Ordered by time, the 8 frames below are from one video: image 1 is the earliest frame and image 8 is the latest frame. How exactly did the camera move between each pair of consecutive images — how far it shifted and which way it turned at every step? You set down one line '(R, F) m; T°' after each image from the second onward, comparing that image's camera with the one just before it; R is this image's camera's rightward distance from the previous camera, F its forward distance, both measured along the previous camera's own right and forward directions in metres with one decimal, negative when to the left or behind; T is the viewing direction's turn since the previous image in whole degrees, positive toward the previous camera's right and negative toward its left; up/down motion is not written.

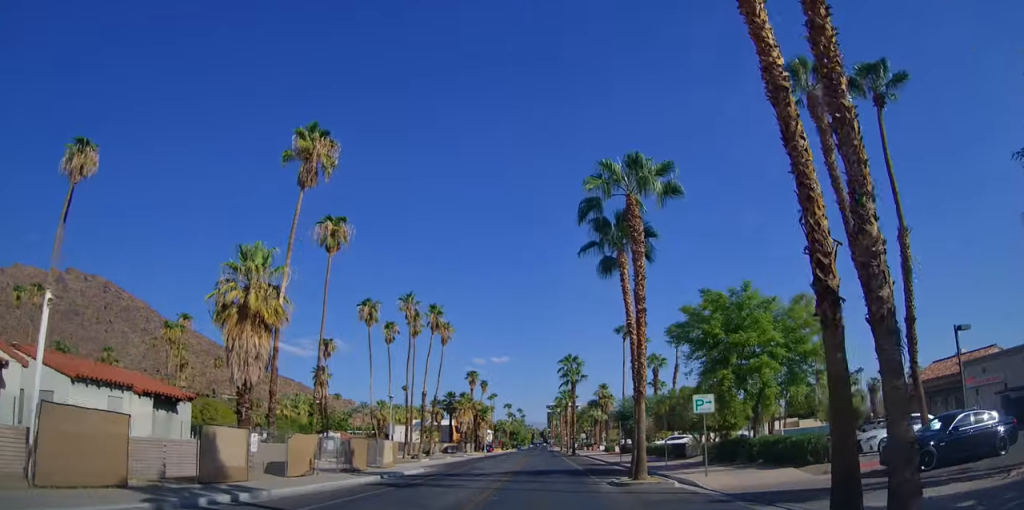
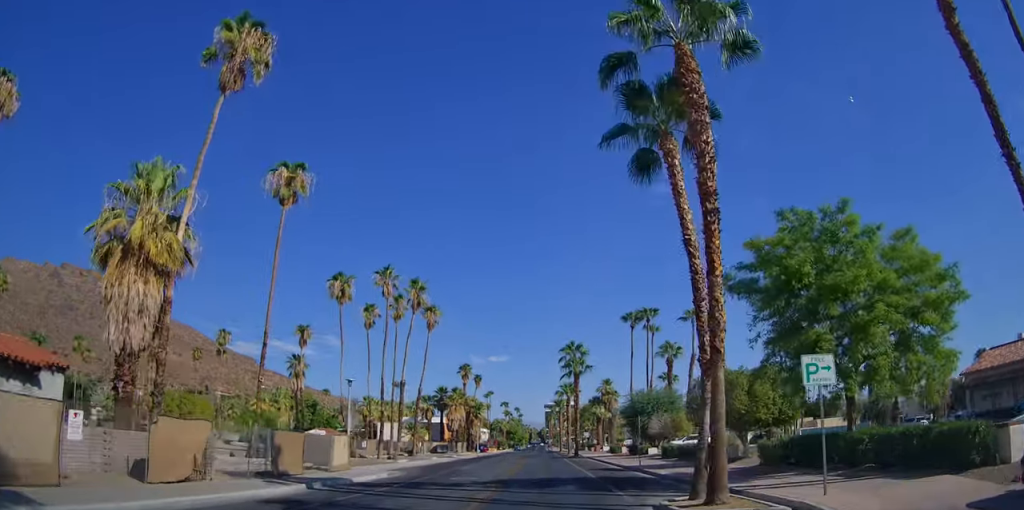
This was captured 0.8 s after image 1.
(0.0, +8.1) m; 0°
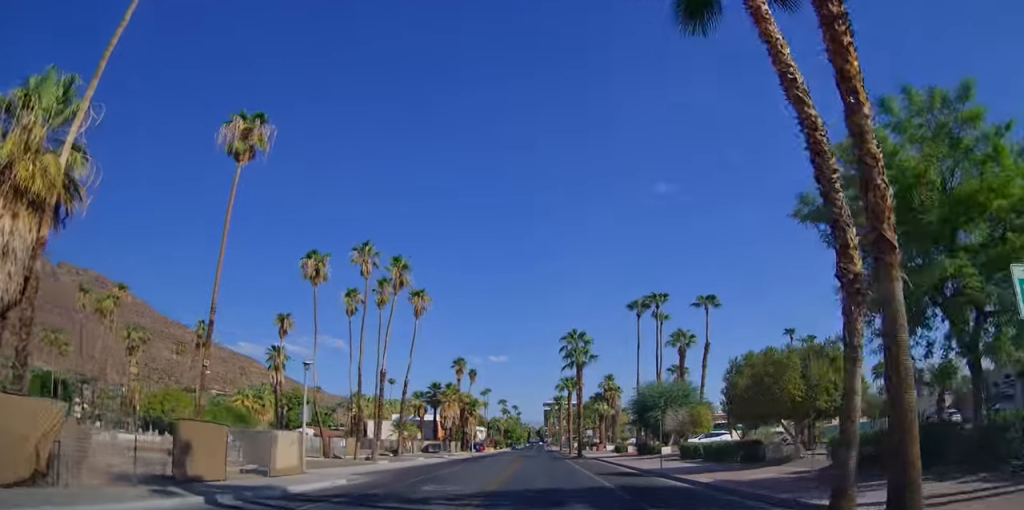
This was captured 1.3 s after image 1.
(0.0, +5.1) m; 0°
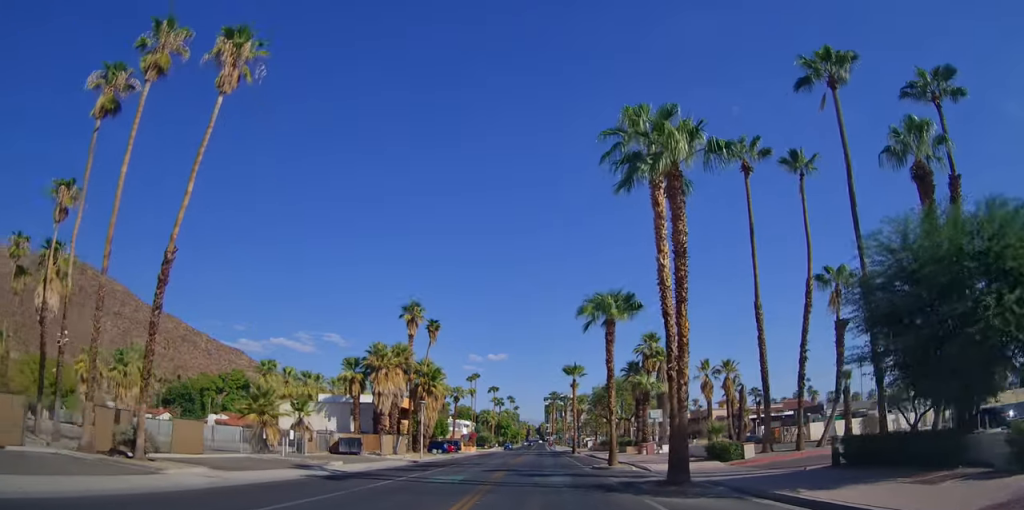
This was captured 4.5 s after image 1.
(0.0, +35.3) m; 0°
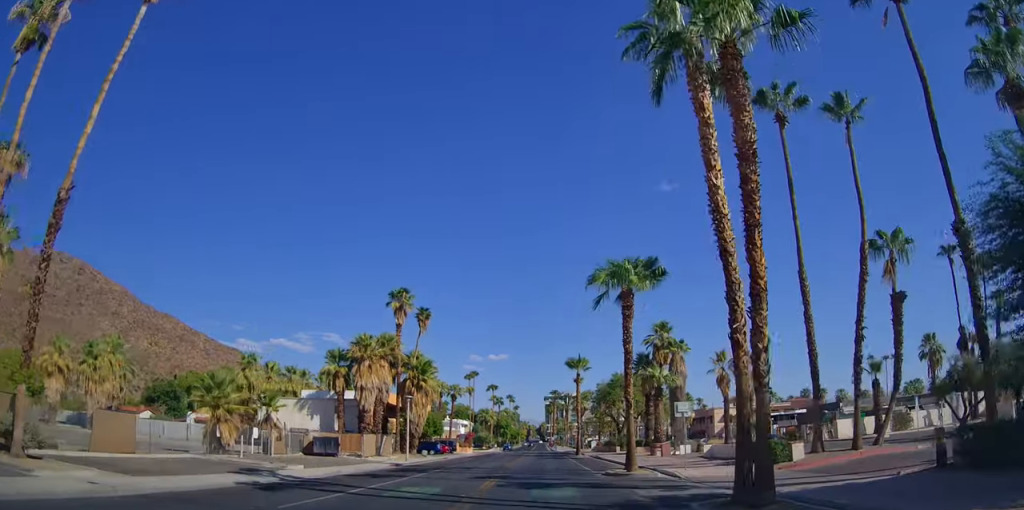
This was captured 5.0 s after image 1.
(0.0, +5.9) m; 0°
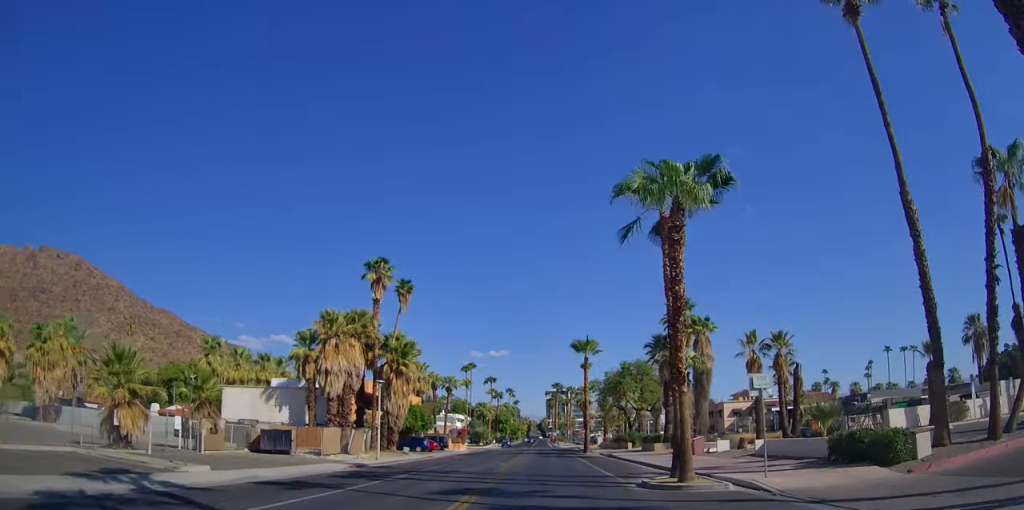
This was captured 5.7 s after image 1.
(0.0, +9.4) m; 0°
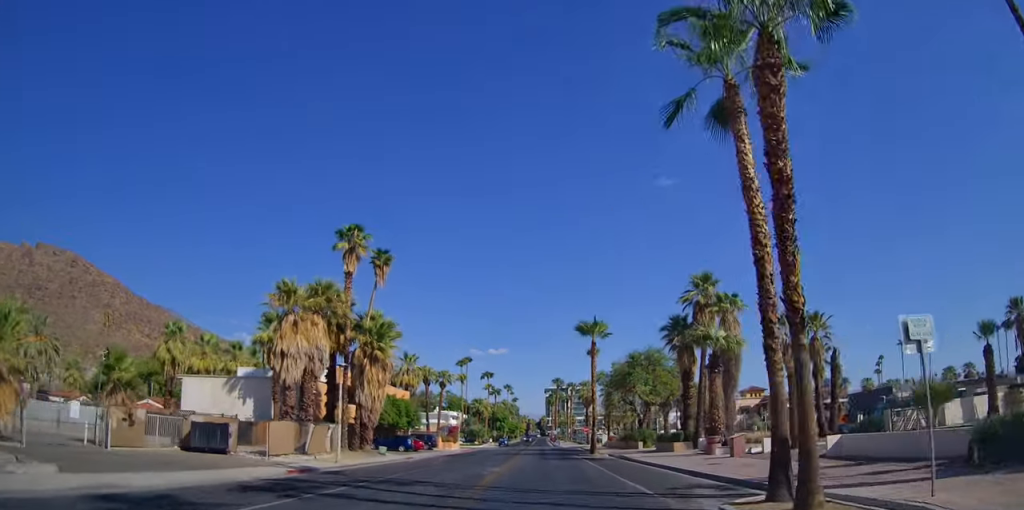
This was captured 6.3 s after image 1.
(0.0, +8.7) m; -1°
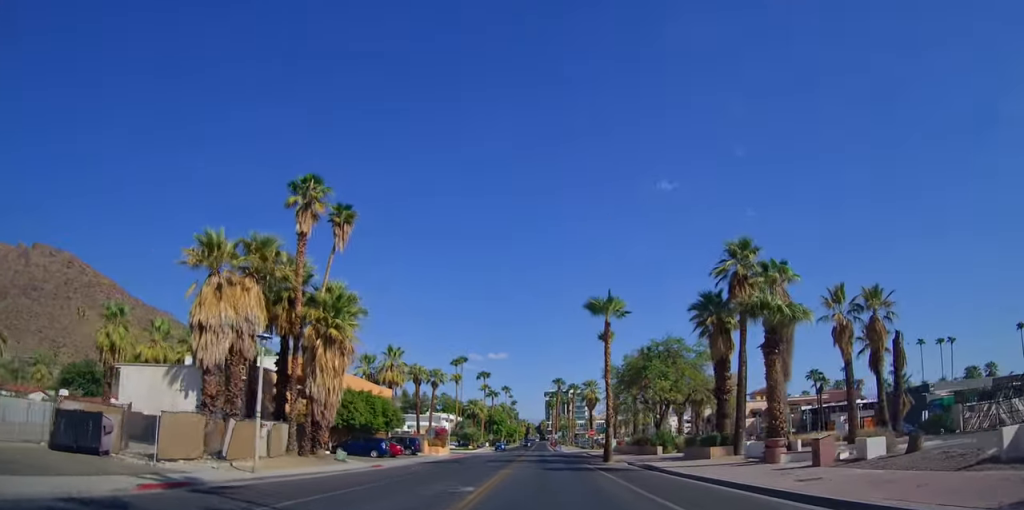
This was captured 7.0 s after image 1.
(0.0, +10.6) m; -2°
